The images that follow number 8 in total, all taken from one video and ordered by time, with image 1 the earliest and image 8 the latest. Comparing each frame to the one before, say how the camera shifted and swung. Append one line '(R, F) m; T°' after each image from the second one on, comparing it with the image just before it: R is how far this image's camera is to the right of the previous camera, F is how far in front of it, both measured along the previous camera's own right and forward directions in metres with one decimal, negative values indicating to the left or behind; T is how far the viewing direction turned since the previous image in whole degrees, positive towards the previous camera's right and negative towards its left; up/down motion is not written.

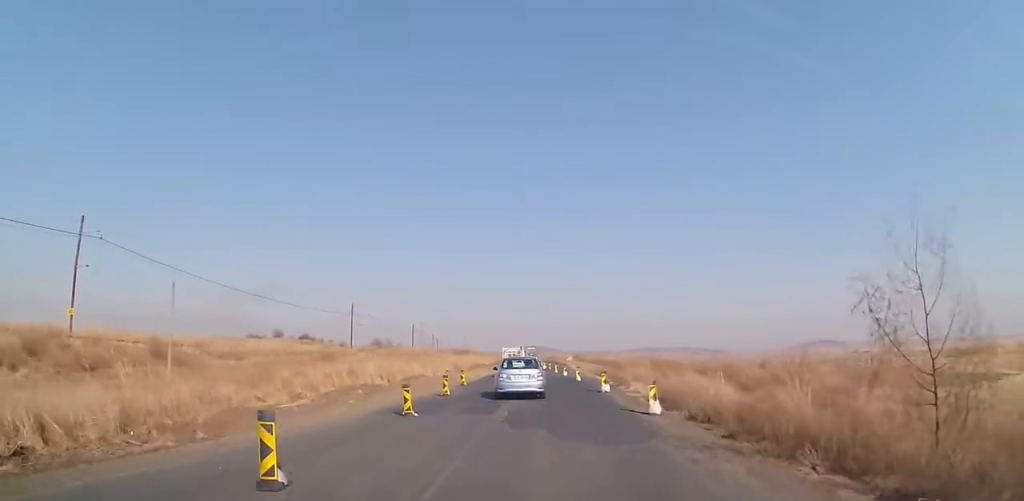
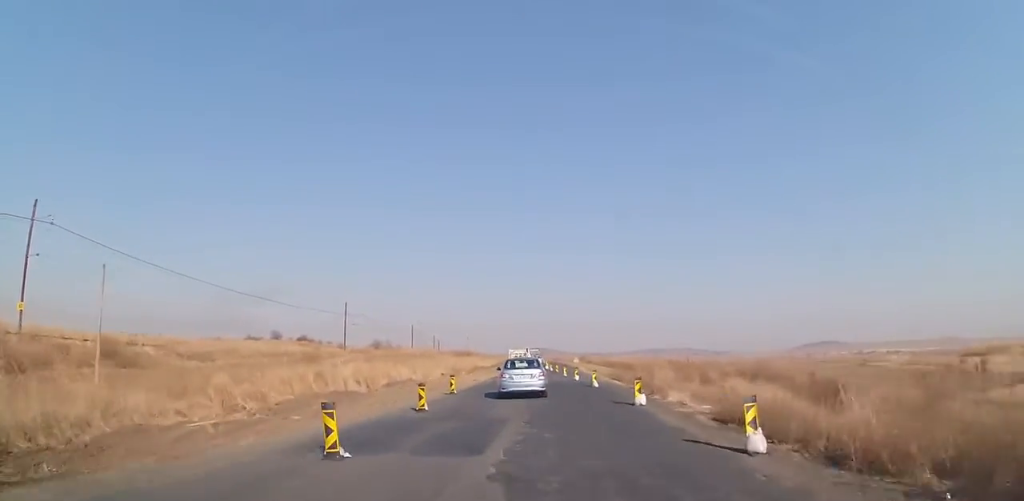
(0.0, +6.2) m; 0°
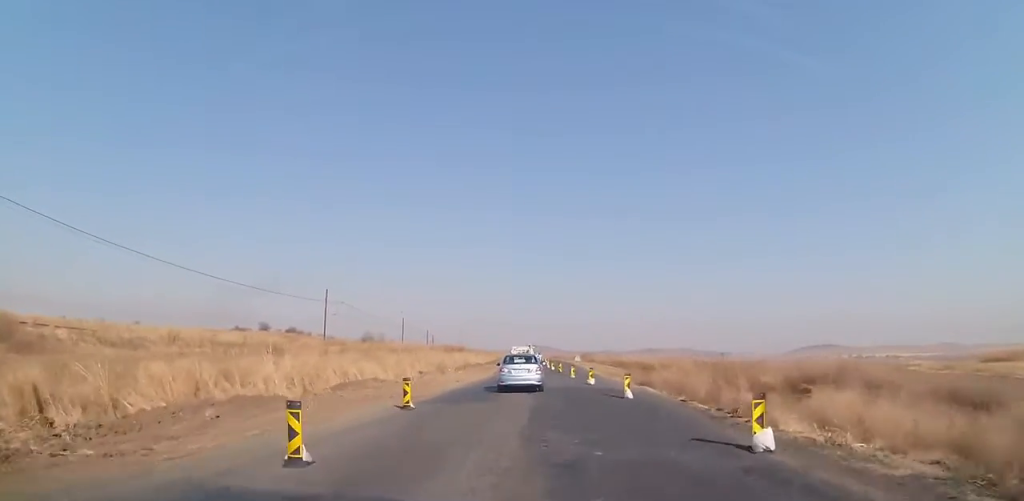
(+0.1, +9.3) m; 0°
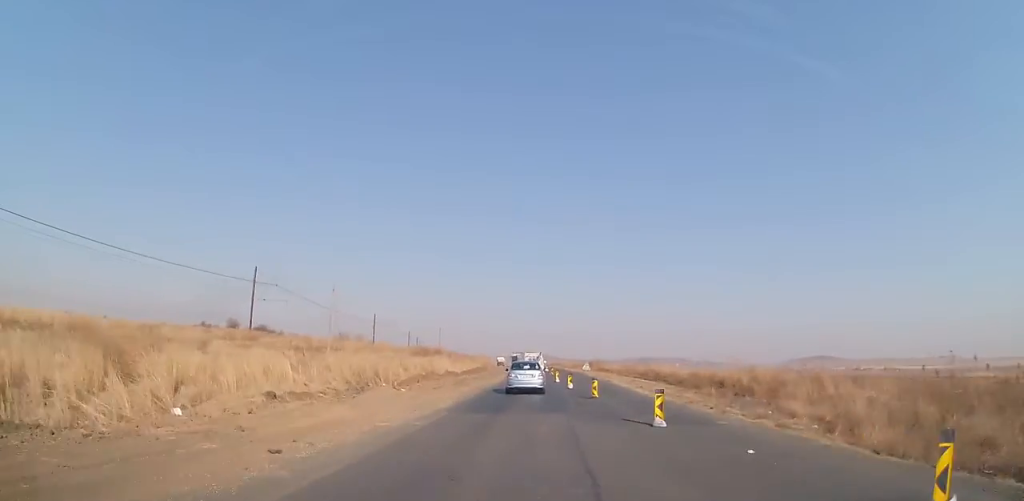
(+0.1, +24.0) m; -1°
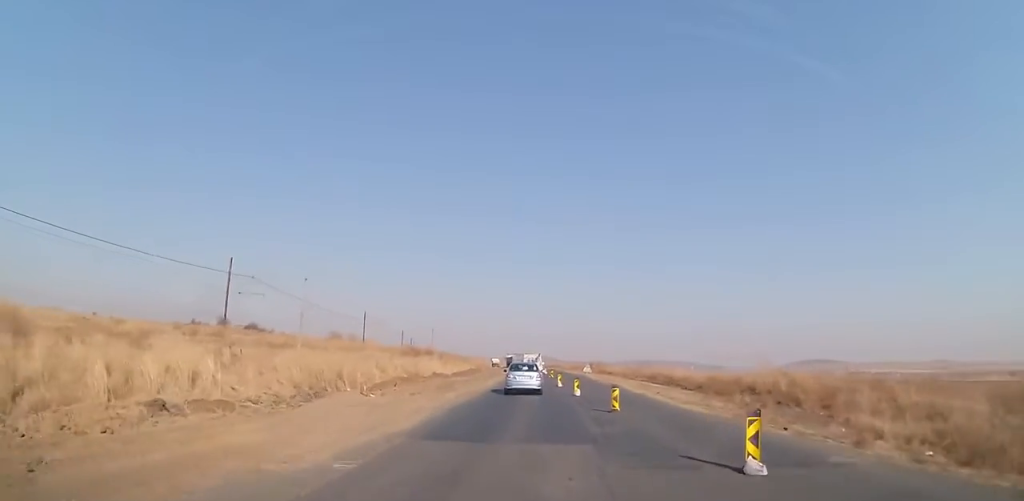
(-0.1, +5.5) m; 0°
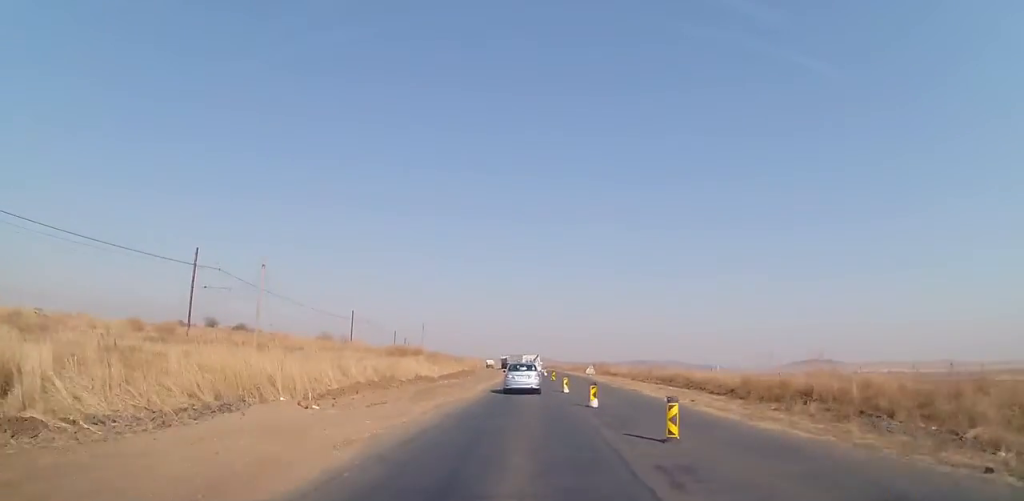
(-0.2, +6.5) m; +1°
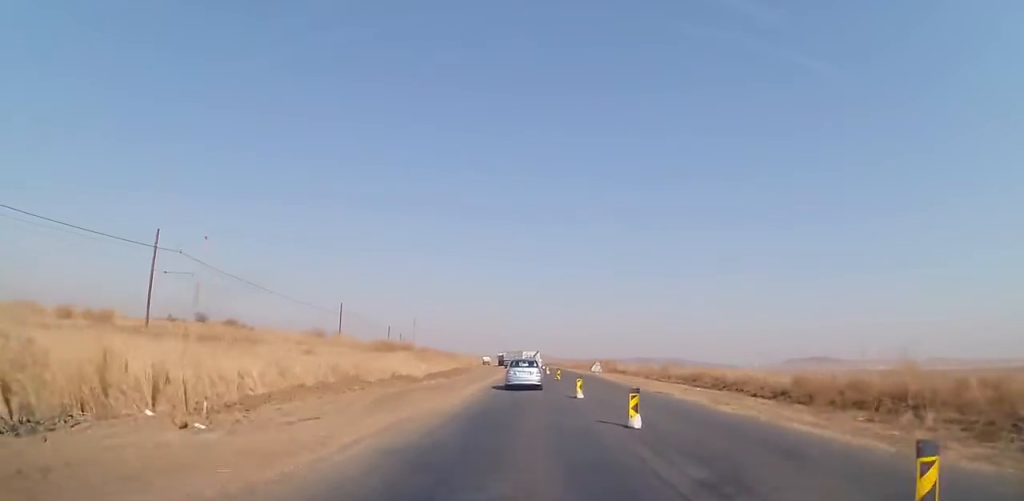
(+0.2, +6.8) m; +1°
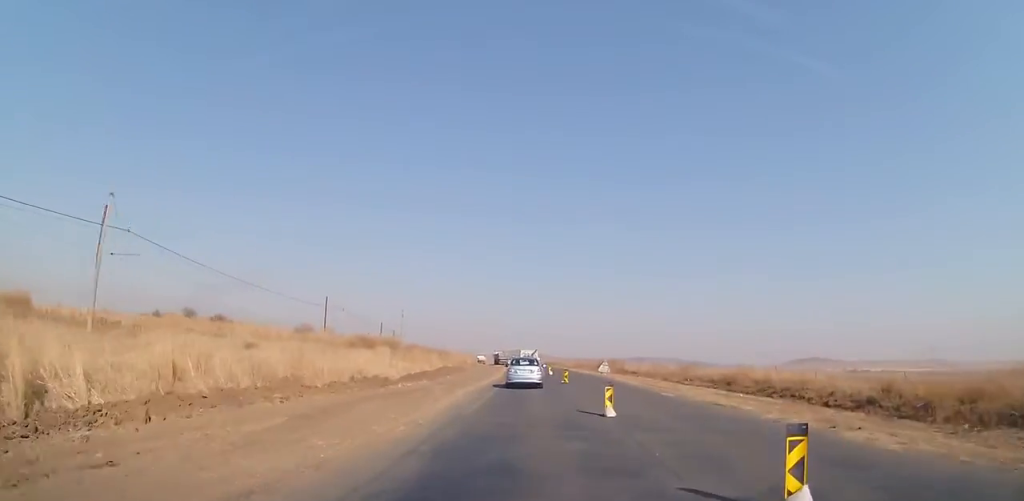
(+0.2, +7.3) m; +1°
